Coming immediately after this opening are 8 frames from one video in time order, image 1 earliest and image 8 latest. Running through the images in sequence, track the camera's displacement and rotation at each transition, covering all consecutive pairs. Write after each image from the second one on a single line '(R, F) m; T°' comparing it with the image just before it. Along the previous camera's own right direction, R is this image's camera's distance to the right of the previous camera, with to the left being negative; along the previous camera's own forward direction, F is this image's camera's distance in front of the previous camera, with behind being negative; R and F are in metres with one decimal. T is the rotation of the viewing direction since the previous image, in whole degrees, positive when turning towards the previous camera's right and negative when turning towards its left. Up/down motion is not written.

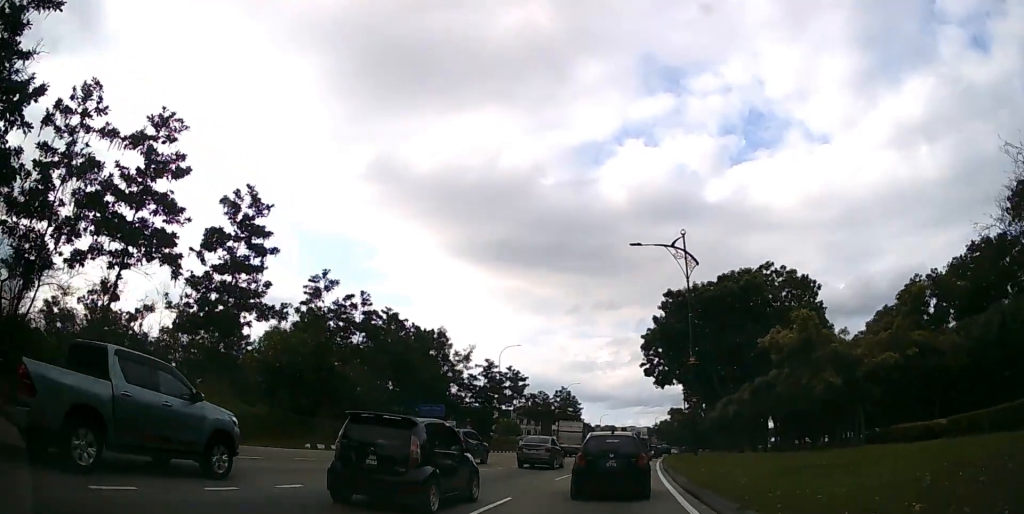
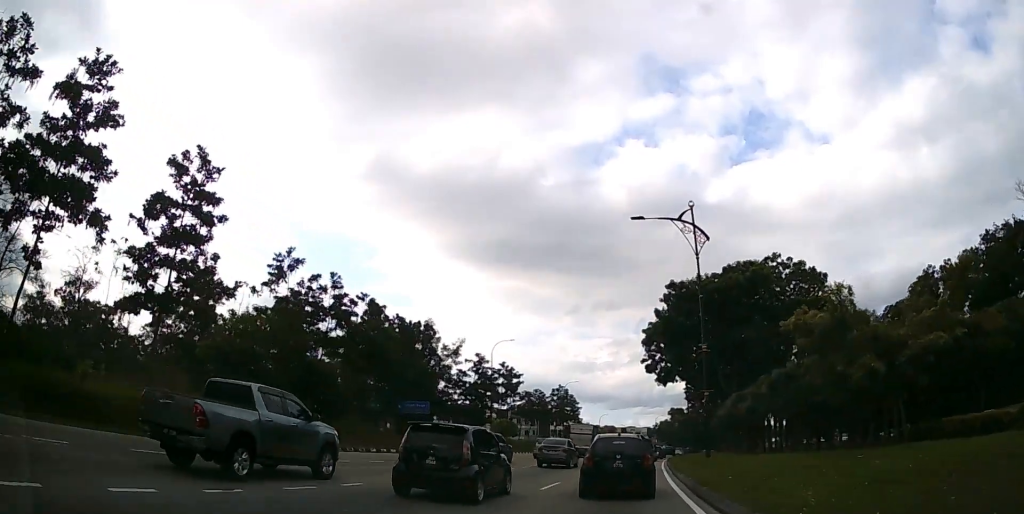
(0.0, +3.8) m; 0°
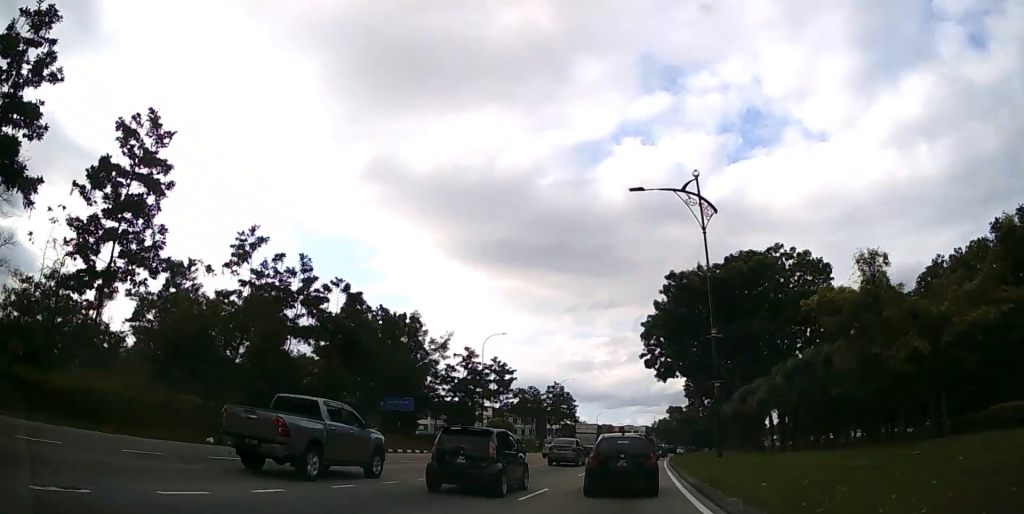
(0.0, +3.1) m; 0°
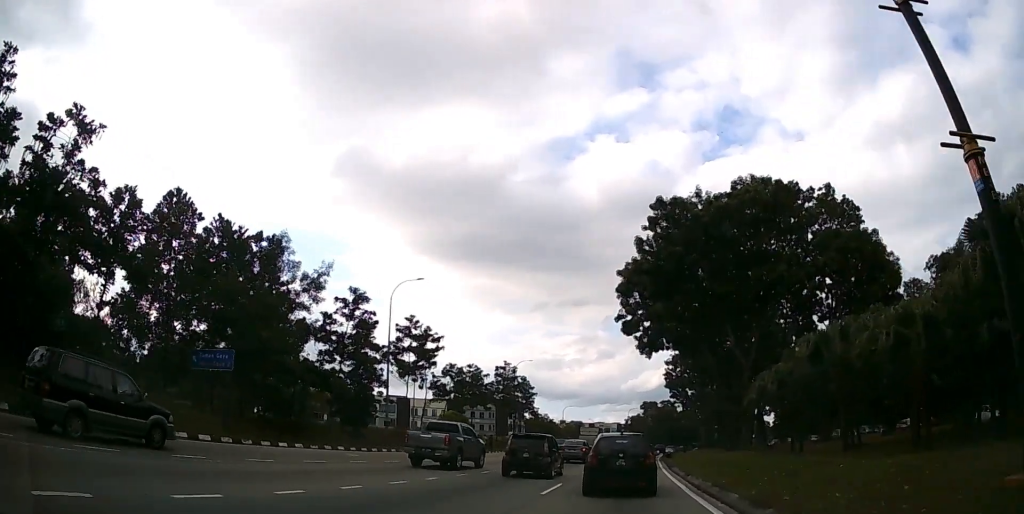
(+0.4, +18.7) m; +3°
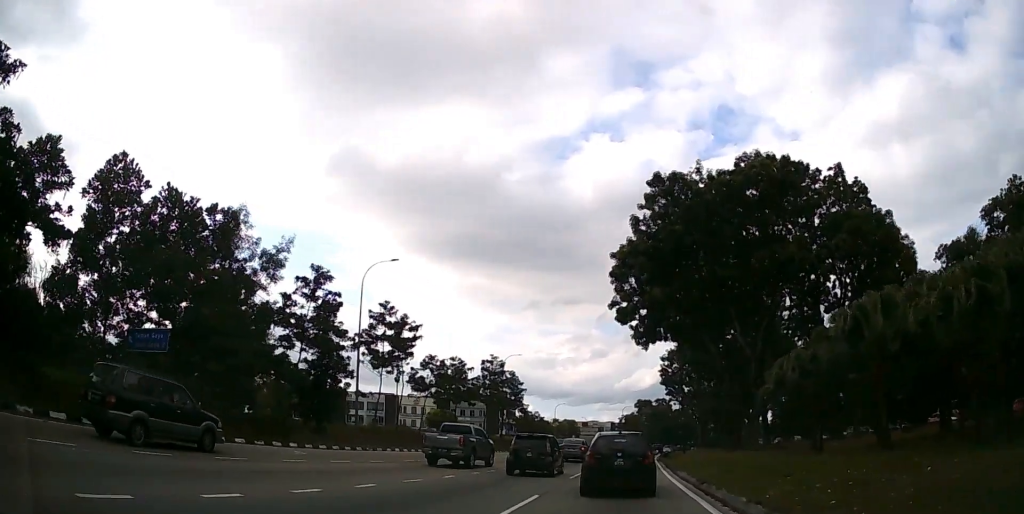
(0.0, +4.1) m; +1°
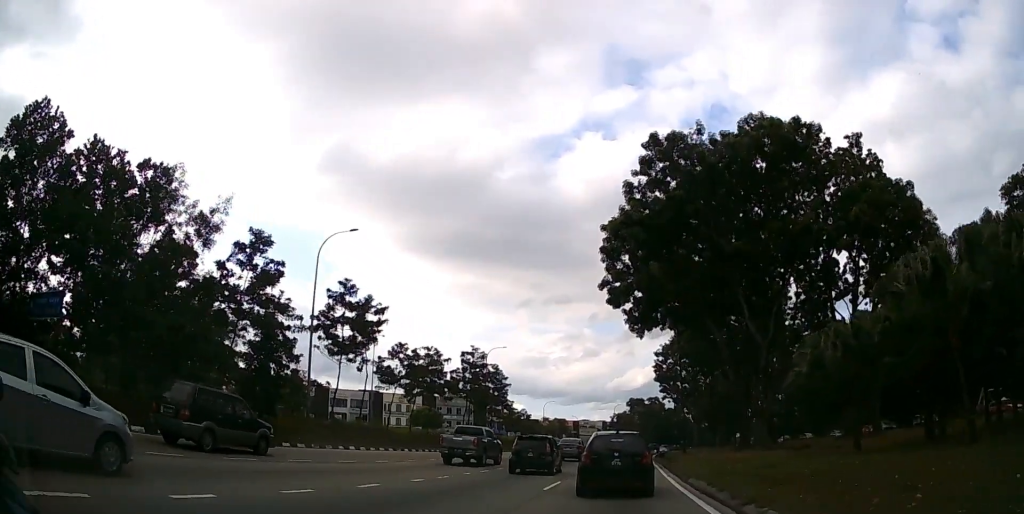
(0.0, +5.3) m; +1°
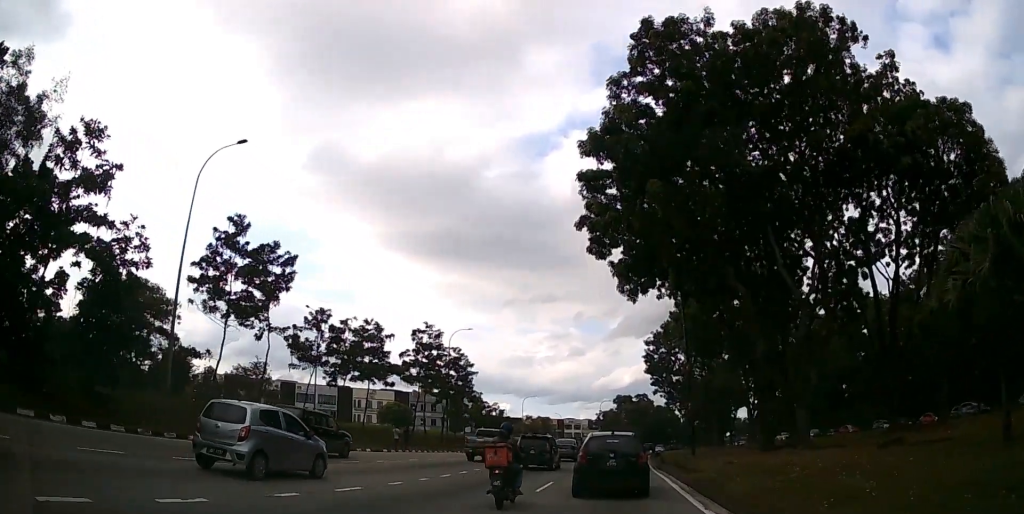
(+0.1, +11.1) m; +1°
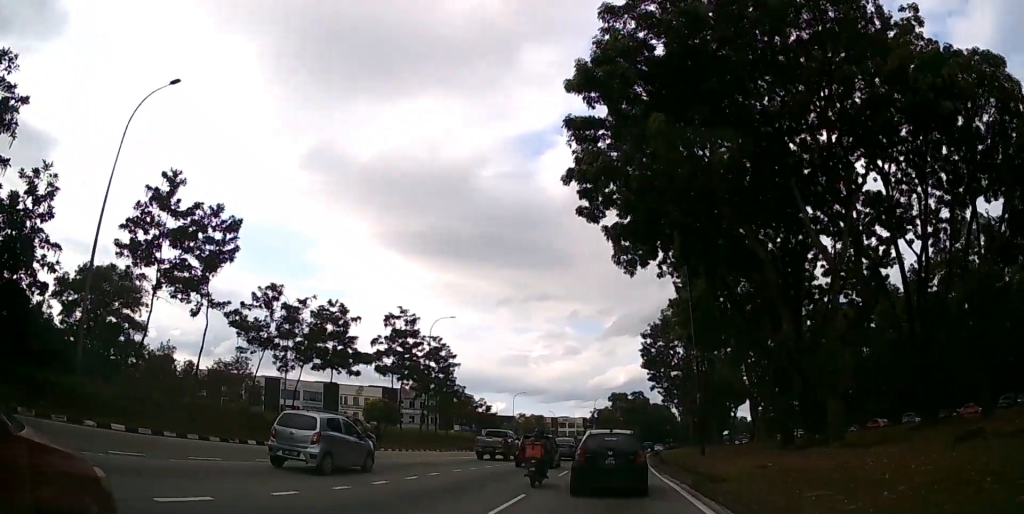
(0.0, +4.7) m; 0°
